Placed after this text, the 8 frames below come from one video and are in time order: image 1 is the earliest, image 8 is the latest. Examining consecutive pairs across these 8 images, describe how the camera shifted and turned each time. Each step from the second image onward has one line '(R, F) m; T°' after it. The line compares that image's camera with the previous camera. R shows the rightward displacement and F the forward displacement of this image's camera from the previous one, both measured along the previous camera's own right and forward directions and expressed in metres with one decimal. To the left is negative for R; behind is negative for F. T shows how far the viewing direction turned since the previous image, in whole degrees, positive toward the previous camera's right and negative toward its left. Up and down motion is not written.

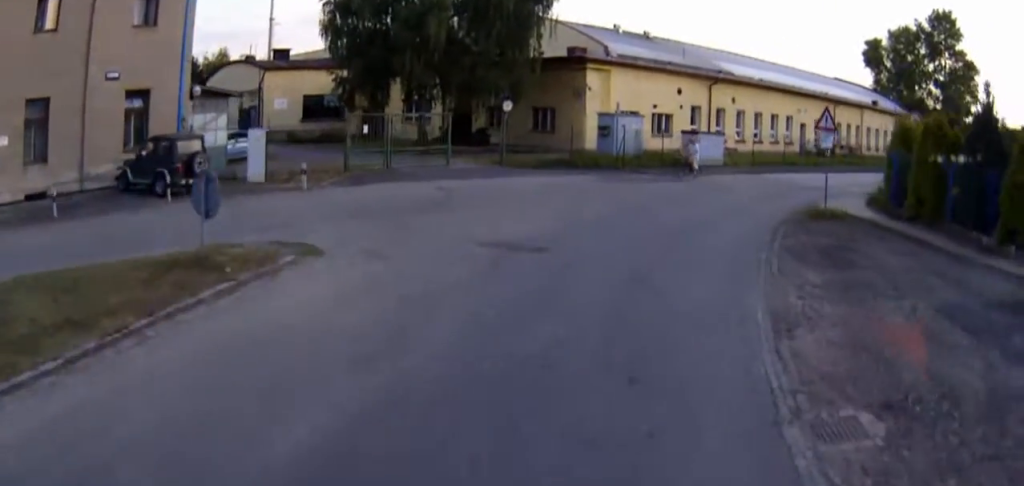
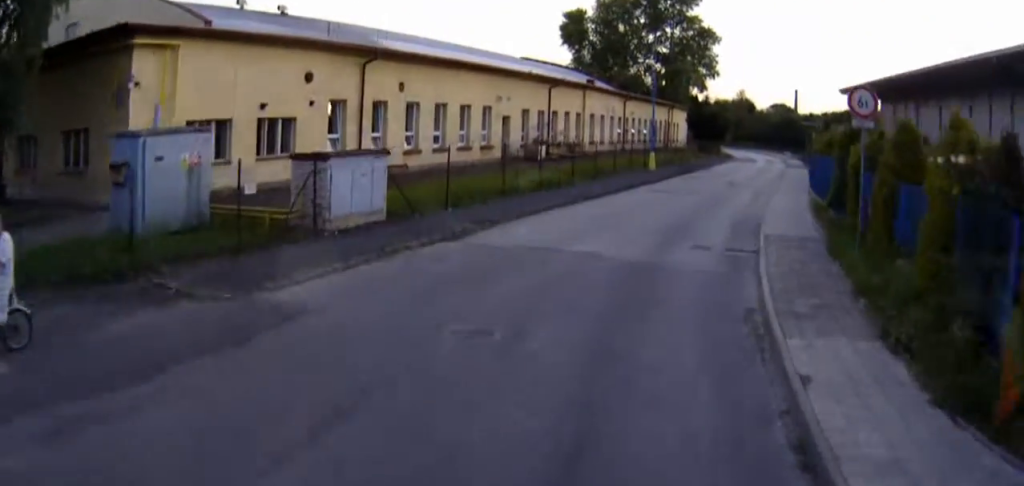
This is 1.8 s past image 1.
(+6.6, +13.2) m; +51°
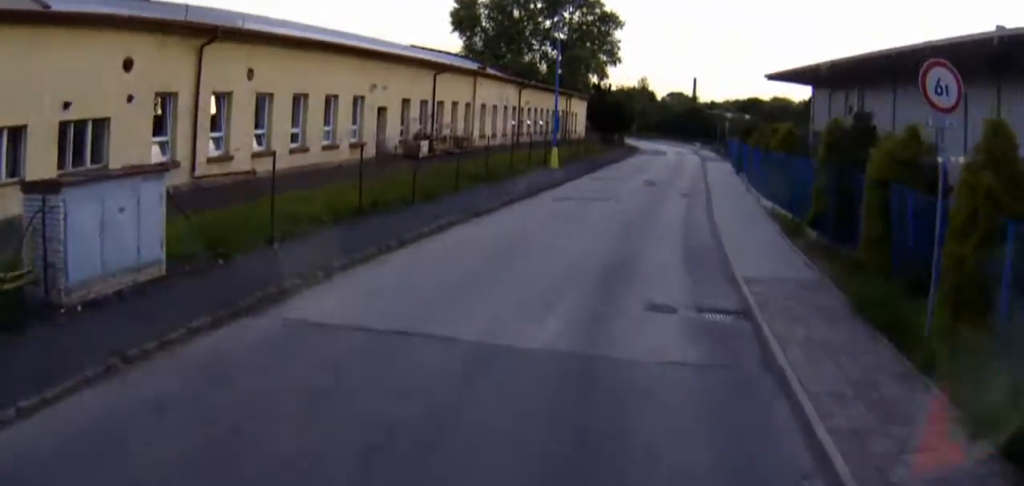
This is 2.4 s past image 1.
(+0.3, +4.4) m; +13°
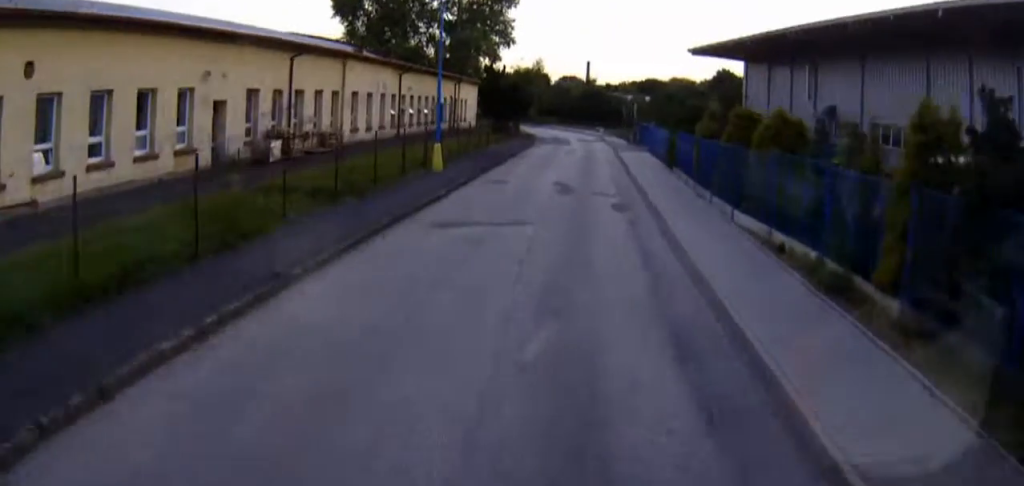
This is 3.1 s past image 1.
(+1.1, +5.4) m; +3°
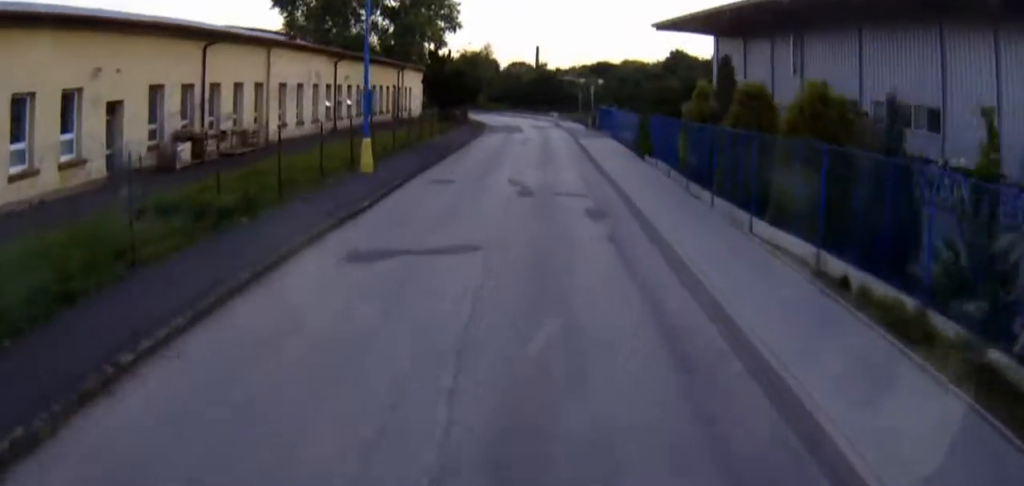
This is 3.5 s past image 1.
(+0.1, +3.3) m; 0°
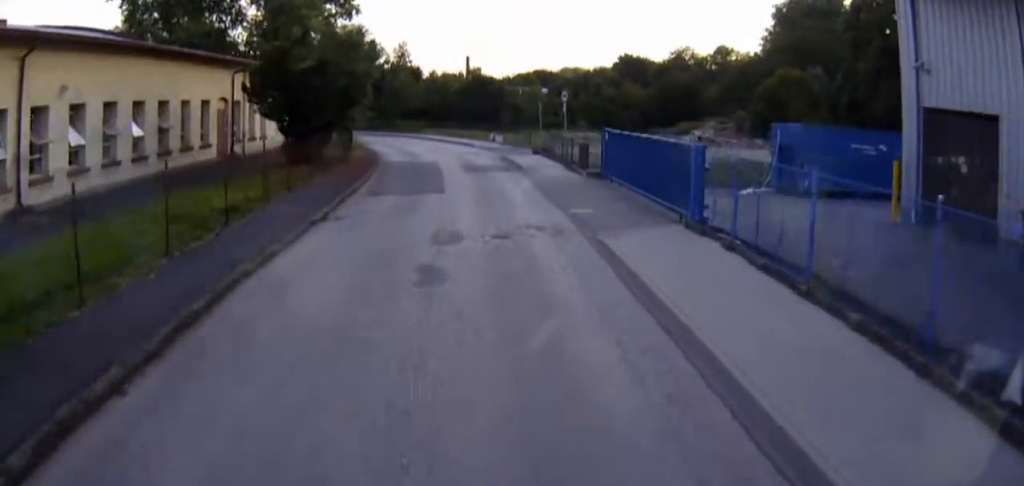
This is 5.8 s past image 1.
(-1.9, +23.1) m; 0°
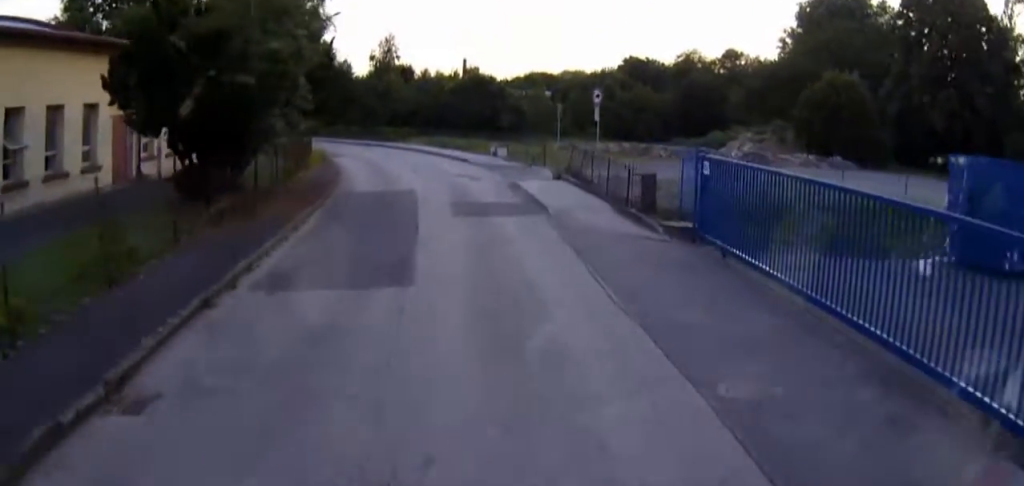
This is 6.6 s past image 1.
(+0.5, +10.3) m; +2°
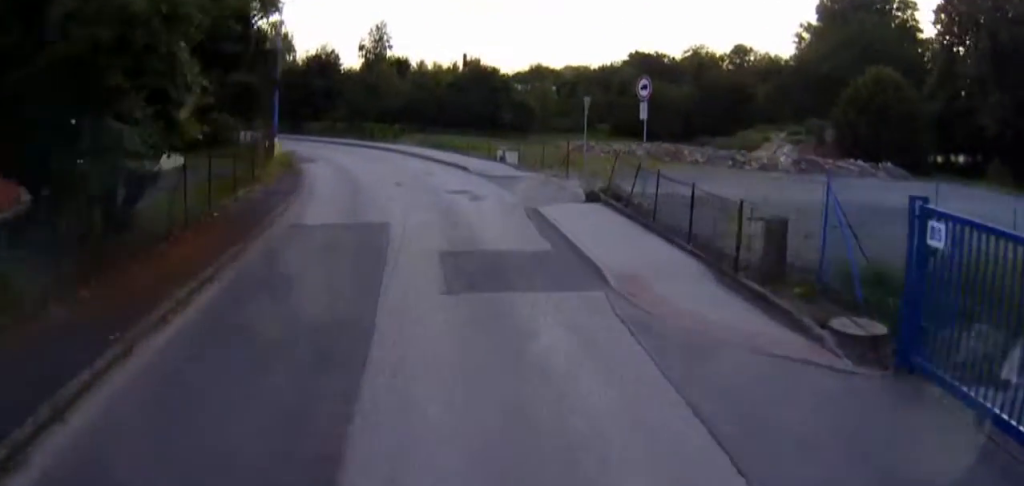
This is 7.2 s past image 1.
(+0.1, +7.4) m; -1°
